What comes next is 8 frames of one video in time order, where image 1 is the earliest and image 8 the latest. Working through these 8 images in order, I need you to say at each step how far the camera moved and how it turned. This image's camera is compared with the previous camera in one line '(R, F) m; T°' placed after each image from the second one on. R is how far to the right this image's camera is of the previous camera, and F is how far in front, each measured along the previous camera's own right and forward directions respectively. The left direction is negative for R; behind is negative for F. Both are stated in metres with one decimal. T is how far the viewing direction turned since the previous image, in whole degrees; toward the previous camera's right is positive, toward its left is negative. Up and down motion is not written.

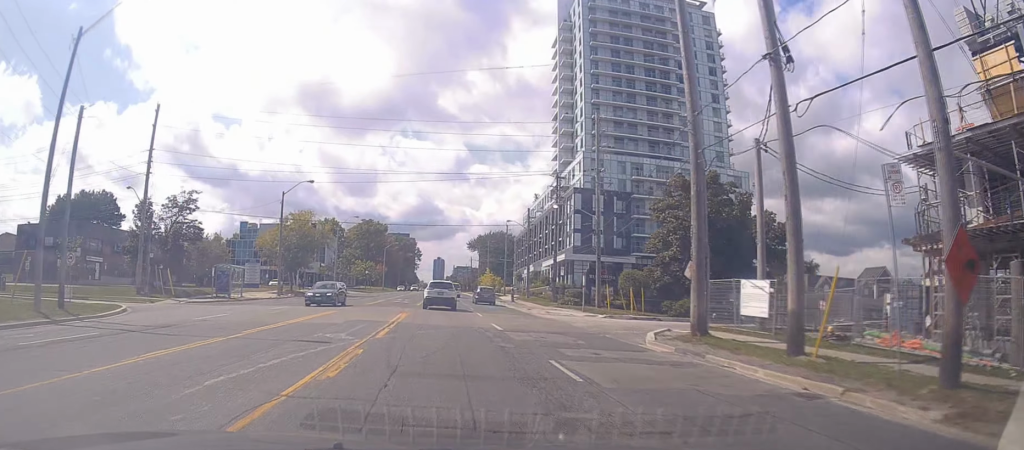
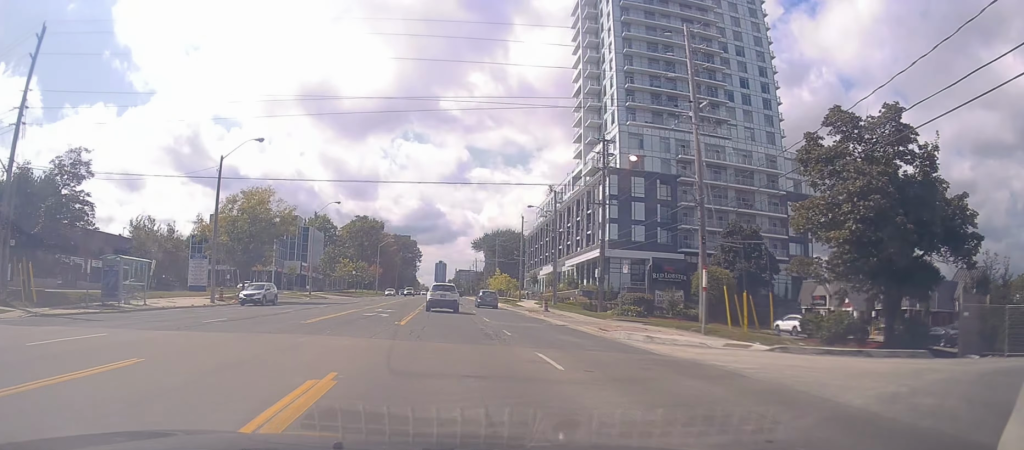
(+0.4, +18.2) m; 0°
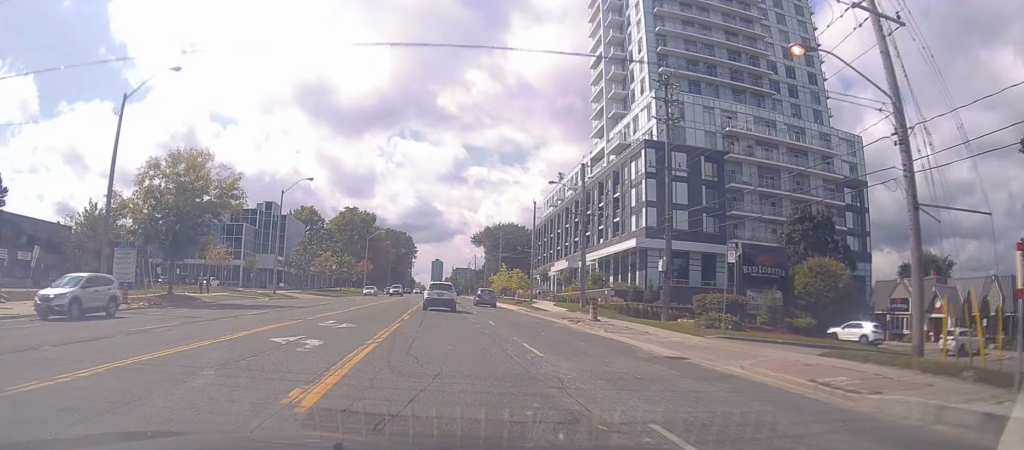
(-0.3, +14.3) m; -1°
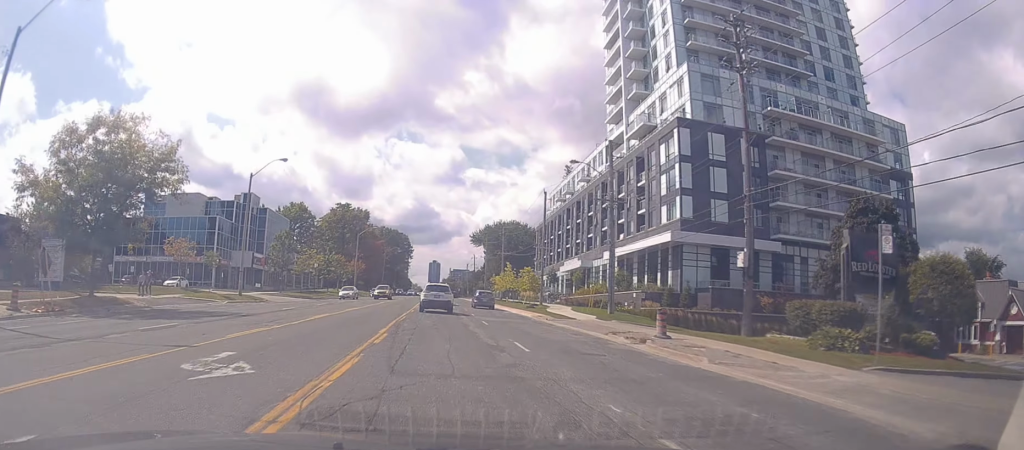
(-0.3, +9.4) m; 0°
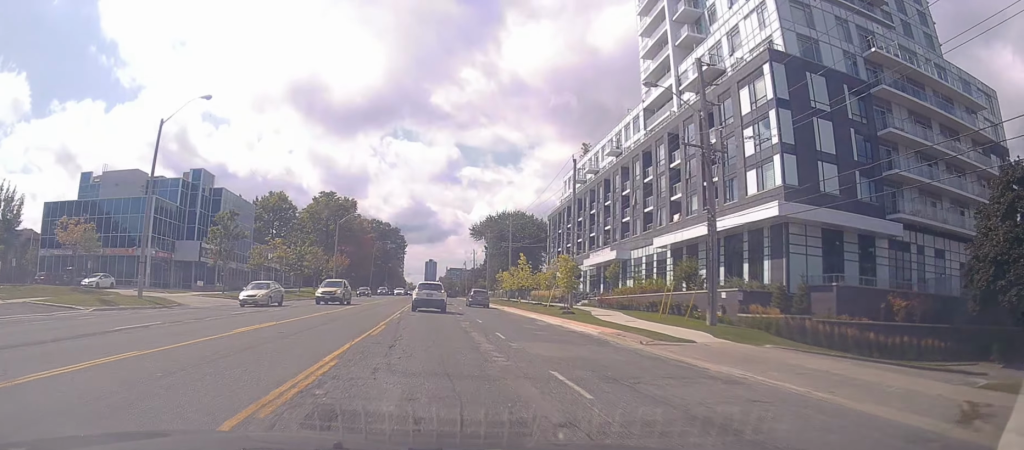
(+0.5, +16.8) m; -1°
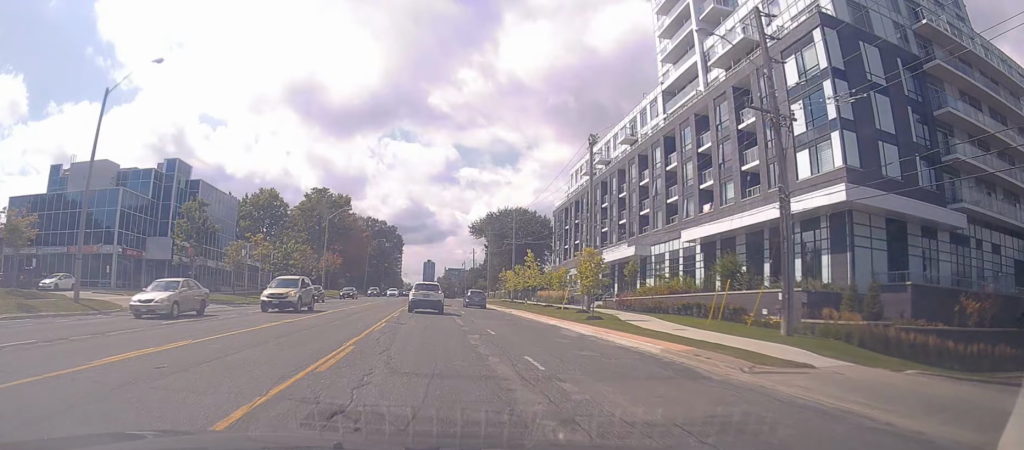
(-0.4, +6.4) m; -1°
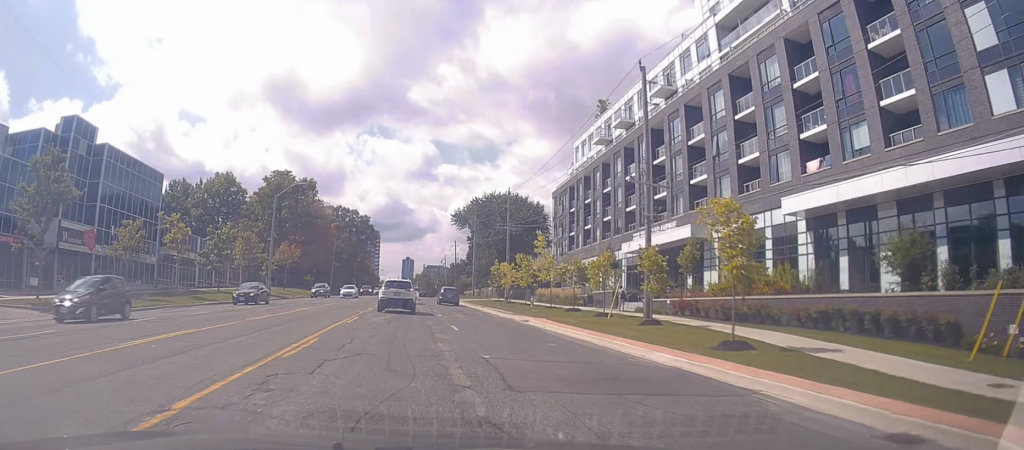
(+0.2, +16.4) m; +3°
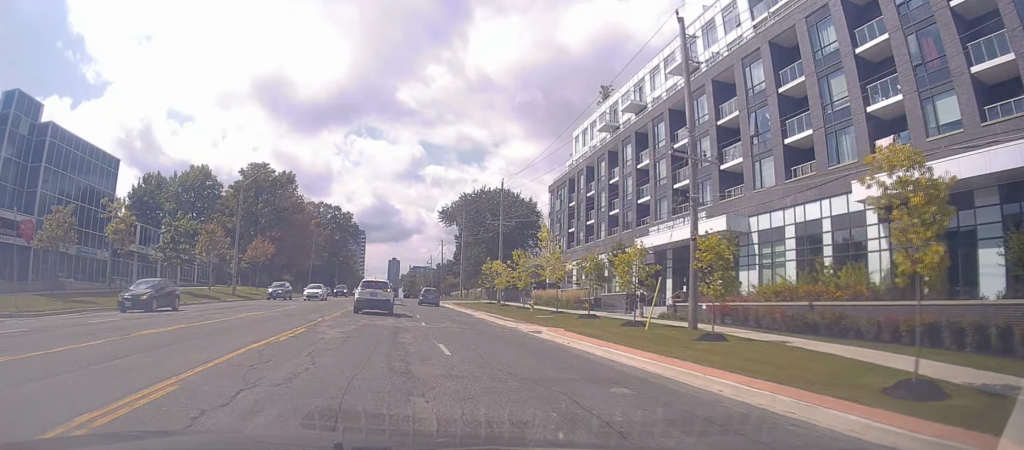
(+0.2, +6.9) m; +2°
